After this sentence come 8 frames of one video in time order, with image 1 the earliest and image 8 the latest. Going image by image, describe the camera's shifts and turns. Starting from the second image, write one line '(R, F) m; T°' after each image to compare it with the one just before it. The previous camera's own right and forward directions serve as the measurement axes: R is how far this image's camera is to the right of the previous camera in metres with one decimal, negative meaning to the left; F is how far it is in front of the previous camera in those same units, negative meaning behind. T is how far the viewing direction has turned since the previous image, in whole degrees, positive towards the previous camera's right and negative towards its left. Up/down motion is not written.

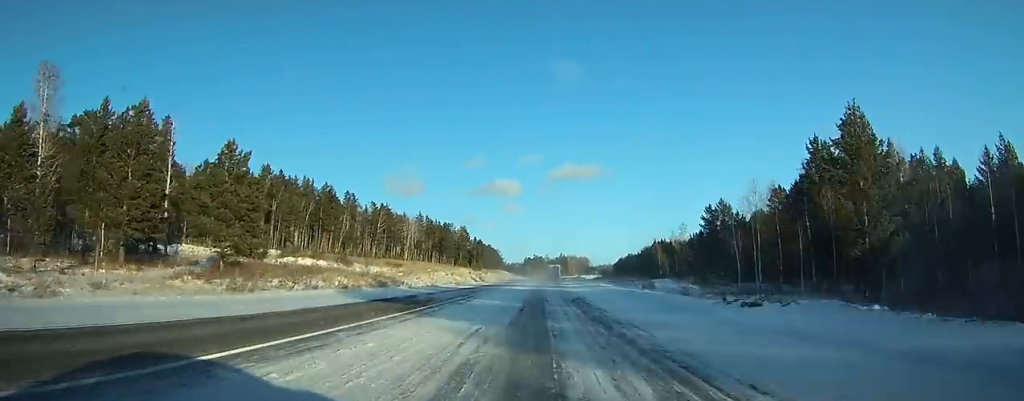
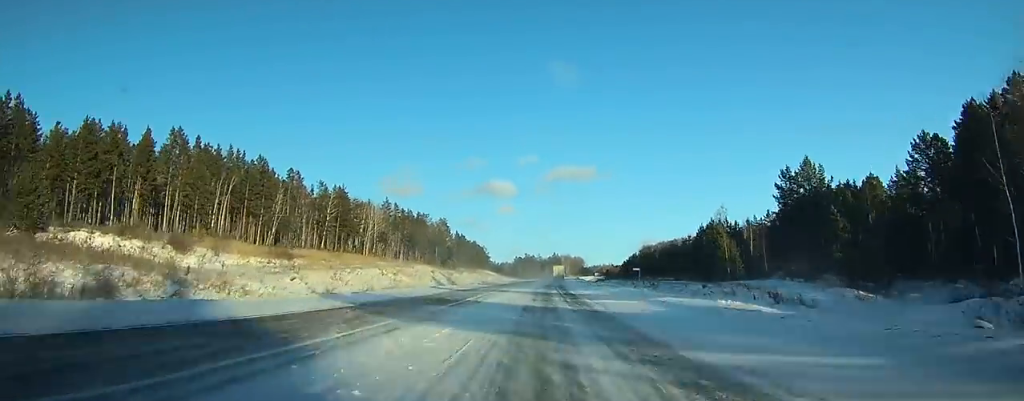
(+0.1, +45.9) m; 0°
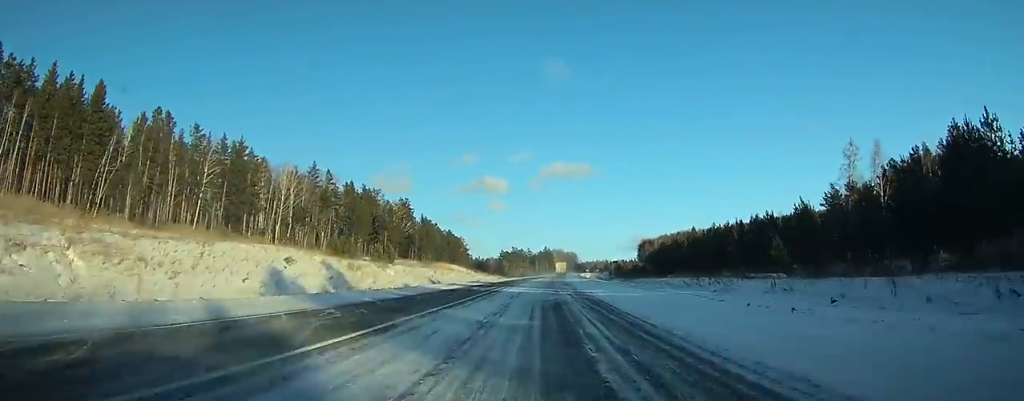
(+0.4, +62.6) m; +1°
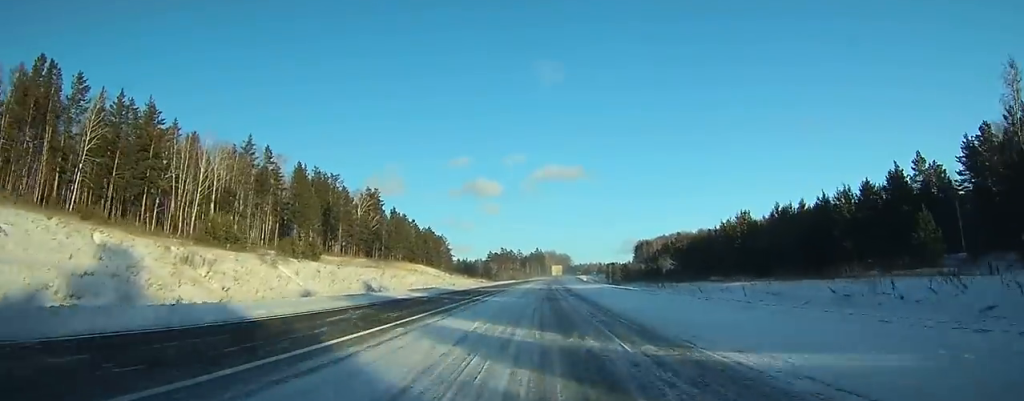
(+0.1, +32.3) m; +1°
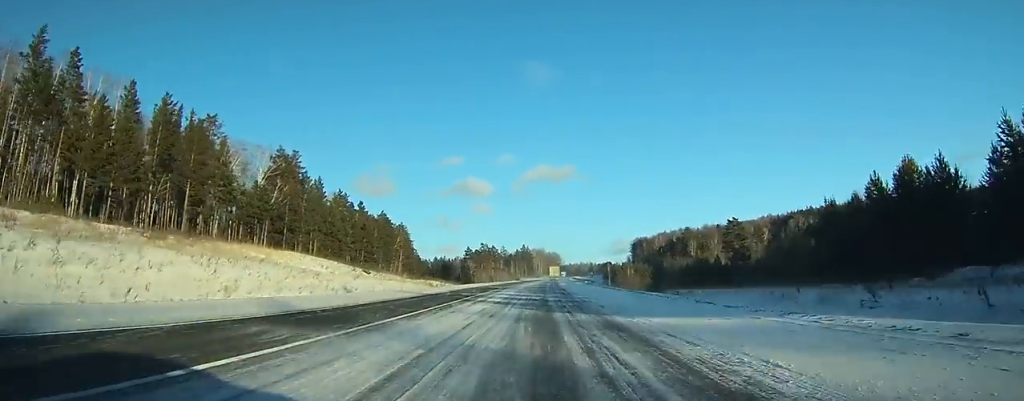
(+0.9, +59.1) m; +2°
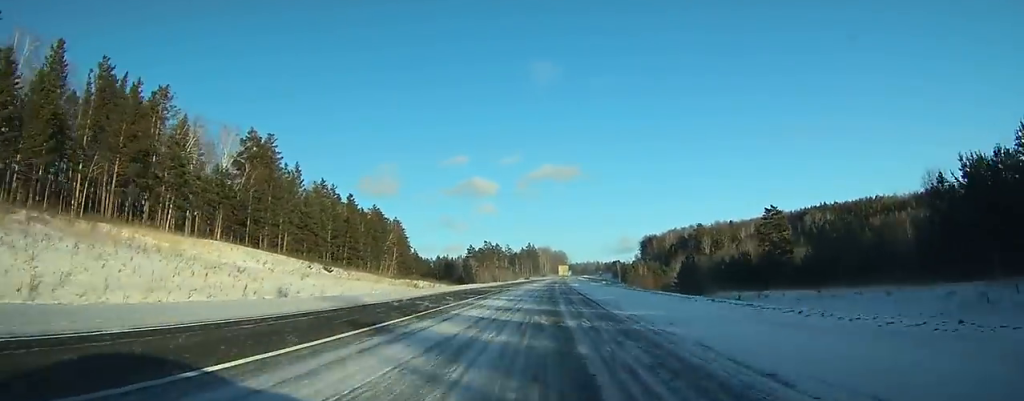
(+0.1, +16.8) m; 0°
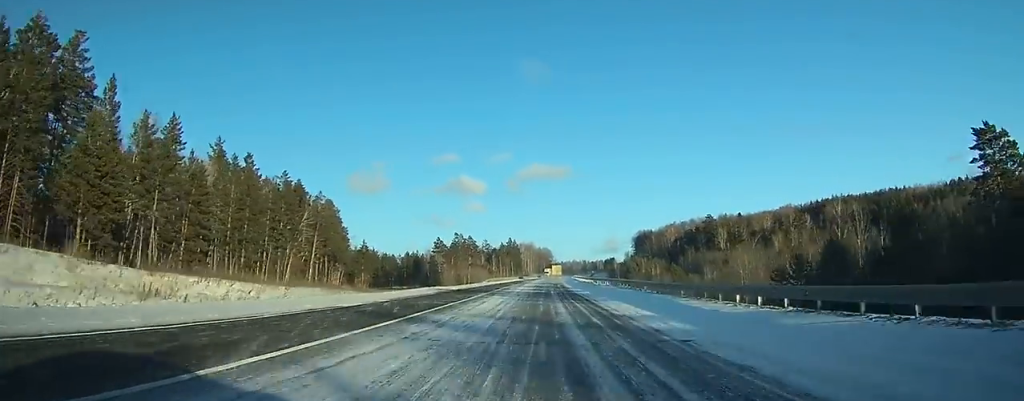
(+0.6, +54.4) m; +1°
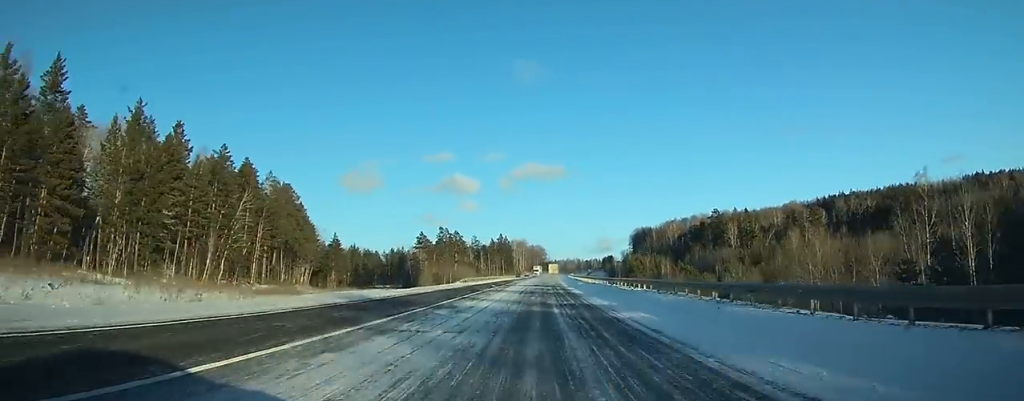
(+0.1, +23.6) m; 0°
